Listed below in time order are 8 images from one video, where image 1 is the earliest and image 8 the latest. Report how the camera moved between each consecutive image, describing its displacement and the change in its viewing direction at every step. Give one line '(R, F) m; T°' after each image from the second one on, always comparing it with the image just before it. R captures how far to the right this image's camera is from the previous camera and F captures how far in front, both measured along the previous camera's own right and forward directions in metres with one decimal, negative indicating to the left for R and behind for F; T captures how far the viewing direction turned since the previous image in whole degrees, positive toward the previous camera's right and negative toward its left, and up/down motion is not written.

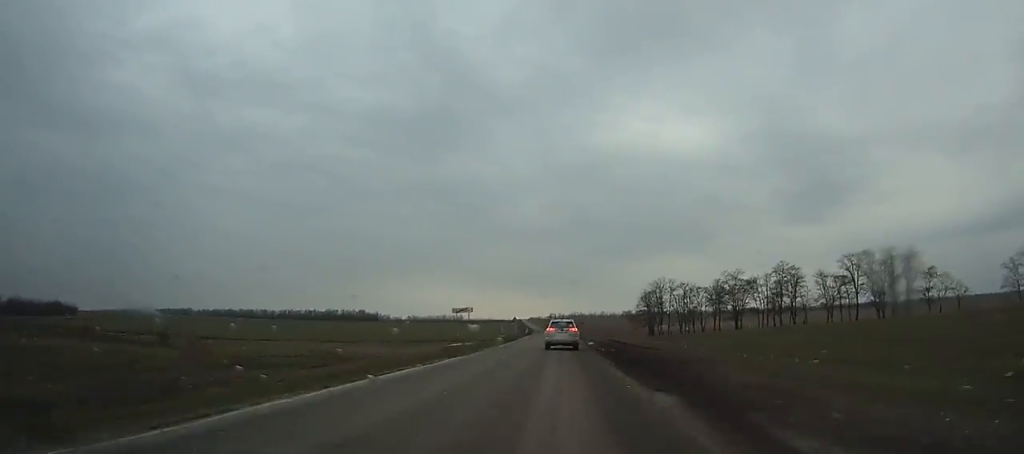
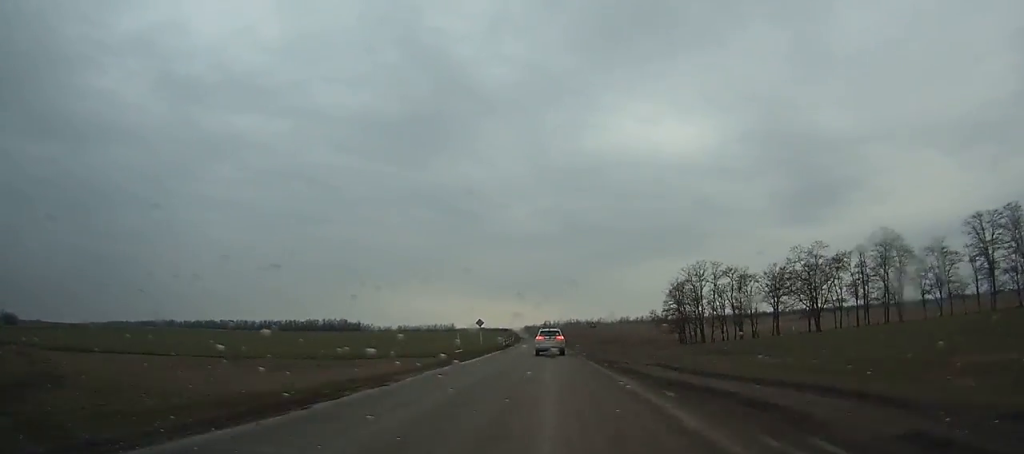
(-0.3, +44.5) m; -1°
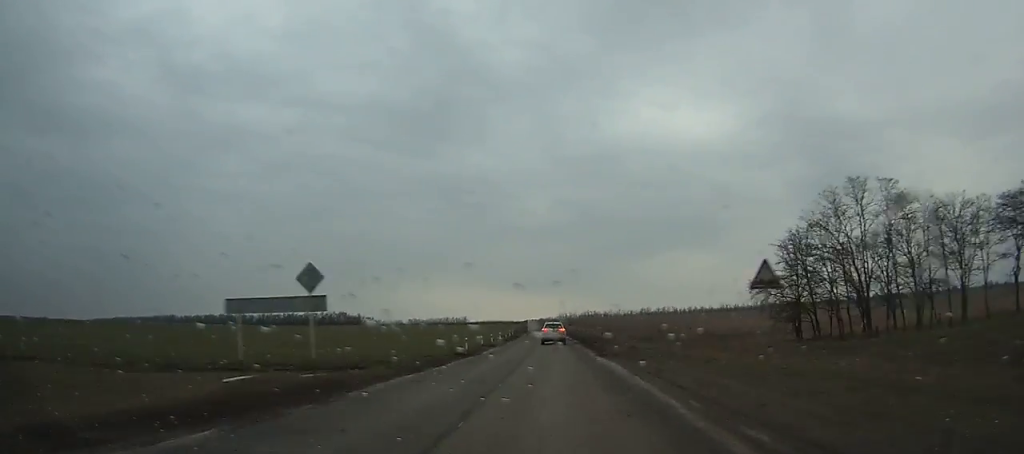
(-0.5, +49.7) m; -1°
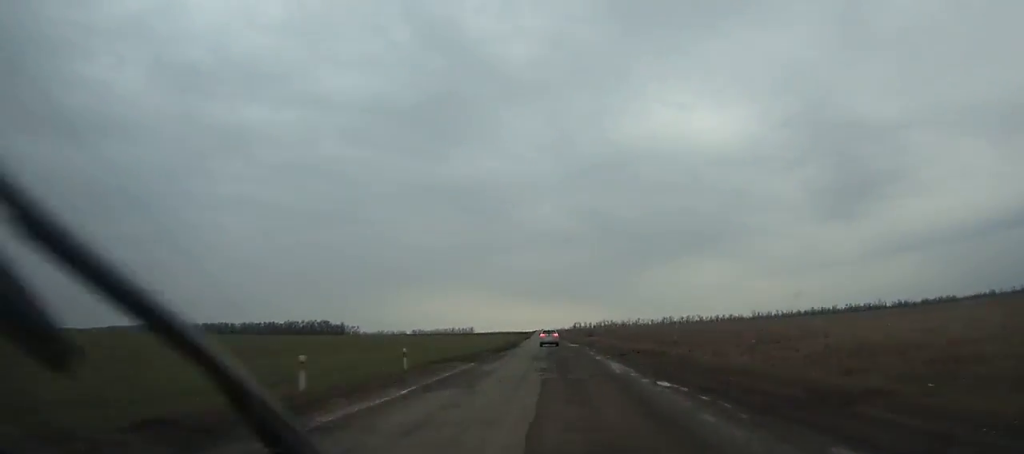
(-0.6, +77.7) m; 0°
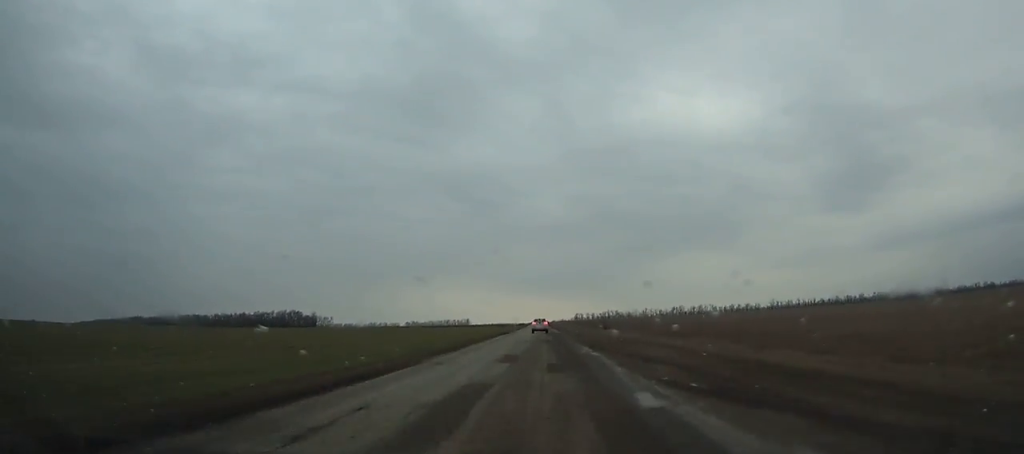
(+0.1, +61.5) m; 0°
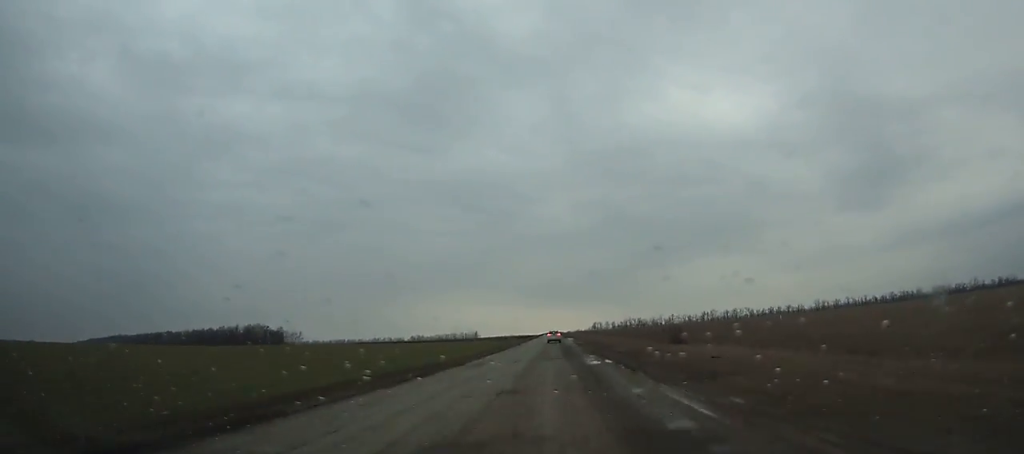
(-1.0, +79.2) m; -1°
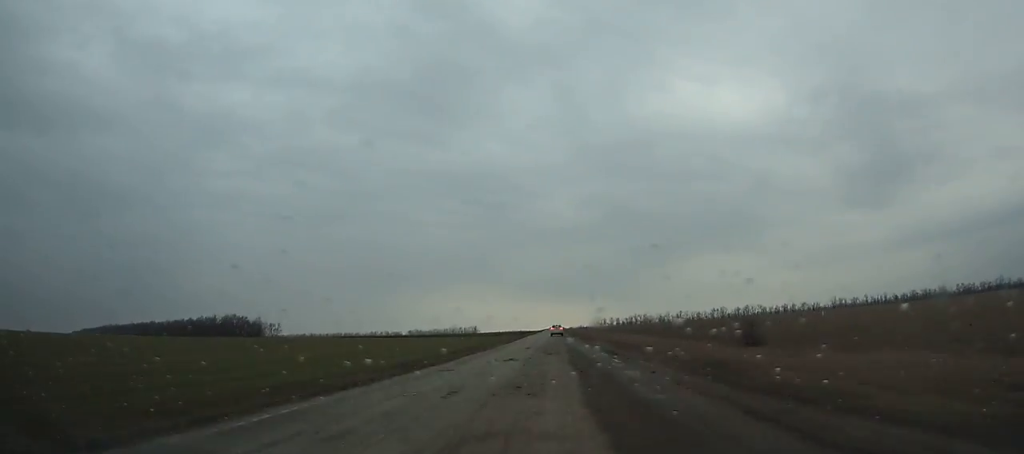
(-0.2, +31.5) m; 0°
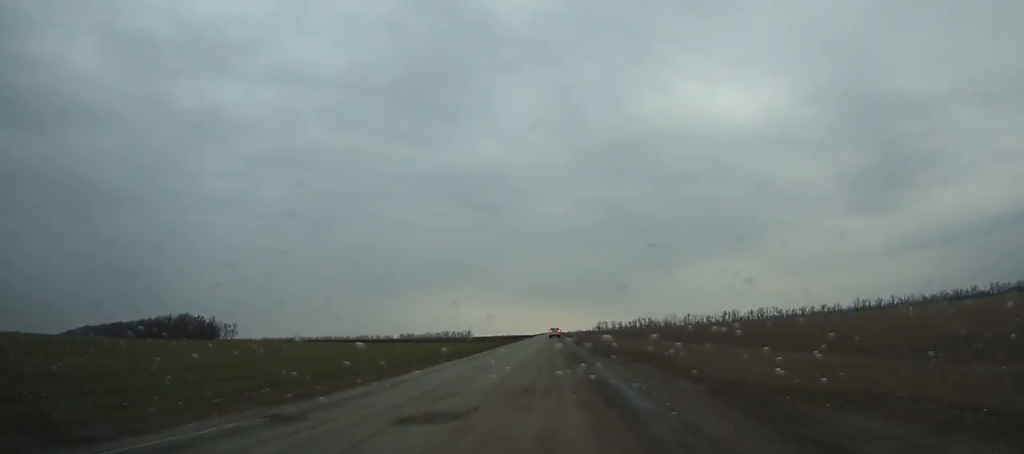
(0.0, +46.8) m; 0°
